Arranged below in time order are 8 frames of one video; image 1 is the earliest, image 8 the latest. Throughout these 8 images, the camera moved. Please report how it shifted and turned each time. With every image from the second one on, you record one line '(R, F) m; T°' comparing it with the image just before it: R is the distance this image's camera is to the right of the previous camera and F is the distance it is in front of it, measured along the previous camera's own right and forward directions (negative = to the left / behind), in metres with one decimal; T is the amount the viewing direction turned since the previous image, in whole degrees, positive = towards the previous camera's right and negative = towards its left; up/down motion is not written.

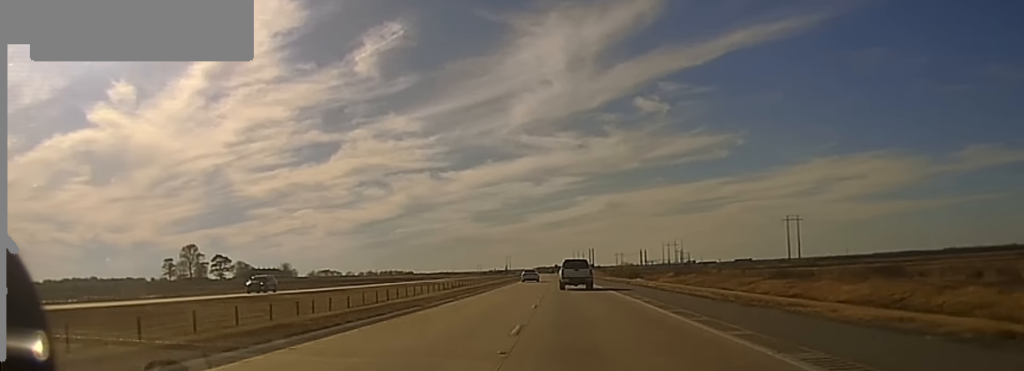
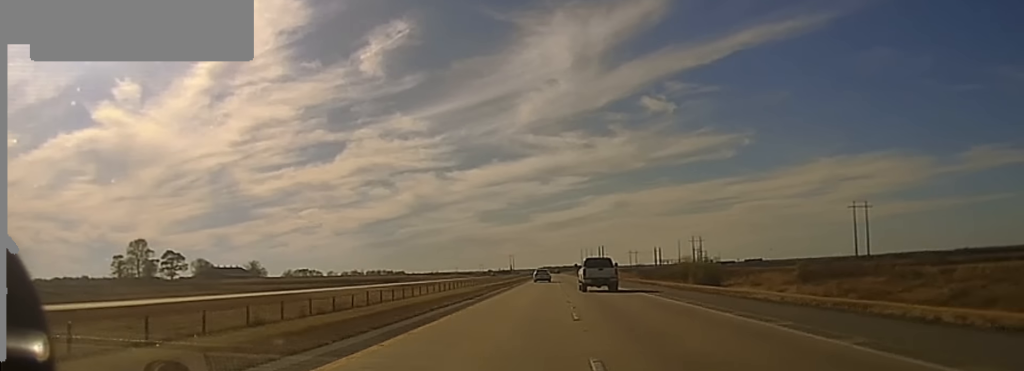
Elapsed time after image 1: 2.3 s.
(-0.2, +89.7) m; 0°
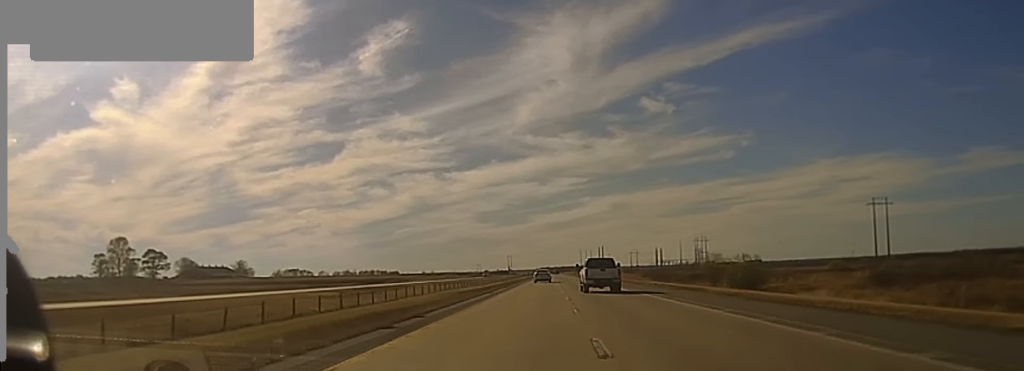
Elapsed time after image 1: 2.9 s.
(+0.1, +22.2) m; 0°
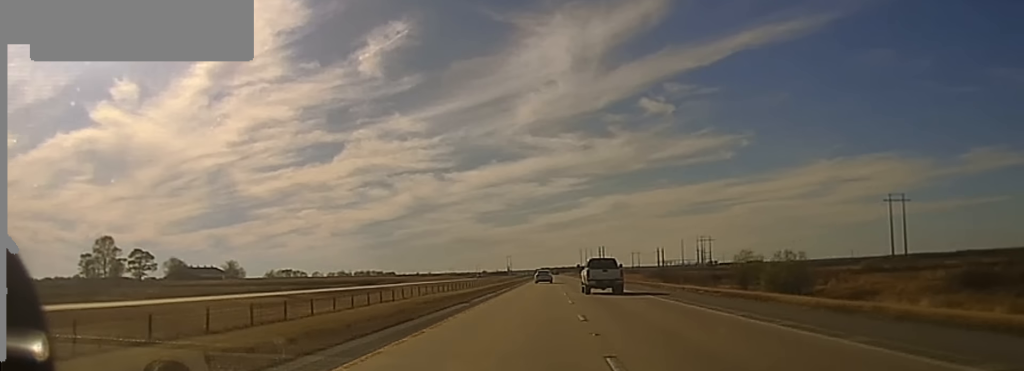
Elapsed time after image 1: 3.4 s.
(0.0, +15.5) m; 0°
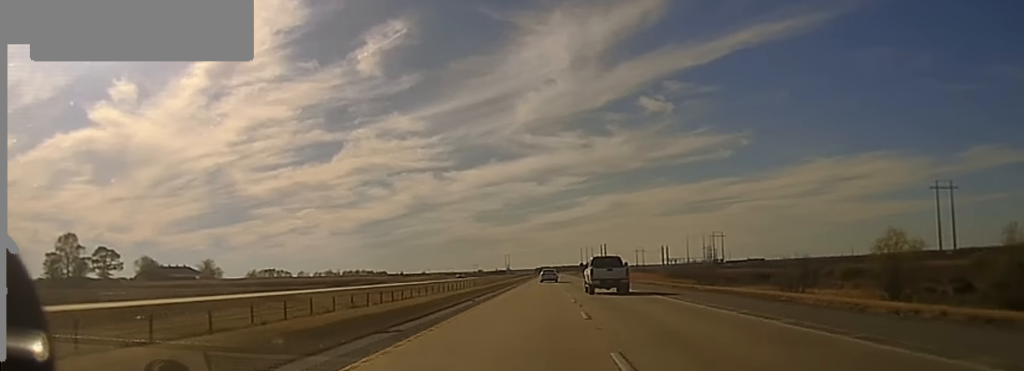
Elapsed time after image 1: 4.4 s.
(-0.1, +33.1) m; 0°
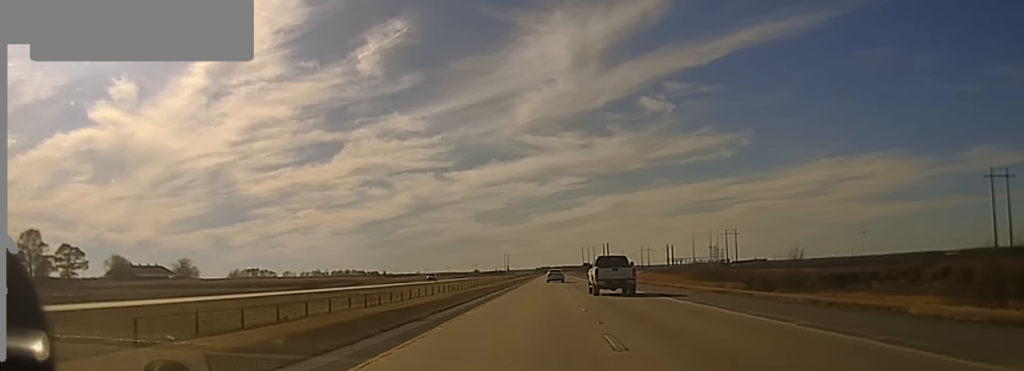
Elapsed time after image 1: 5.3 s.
(0.0, +28.2) m; 0°
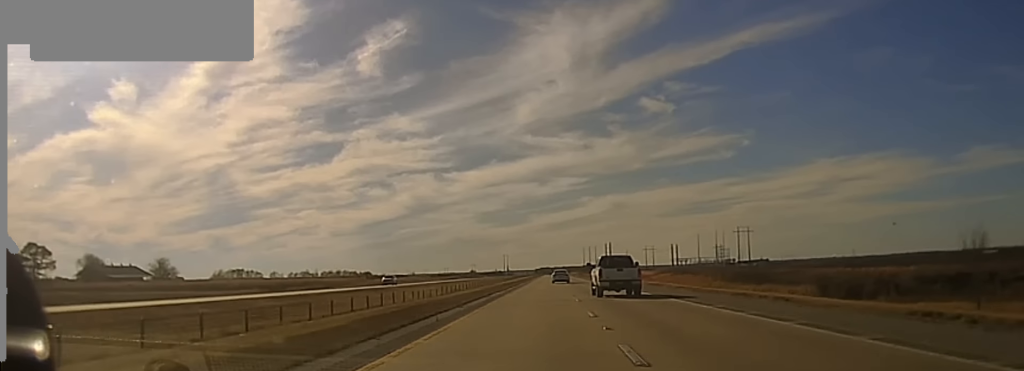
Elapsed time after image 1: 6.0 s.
(0.0, +22.1) m; 0°
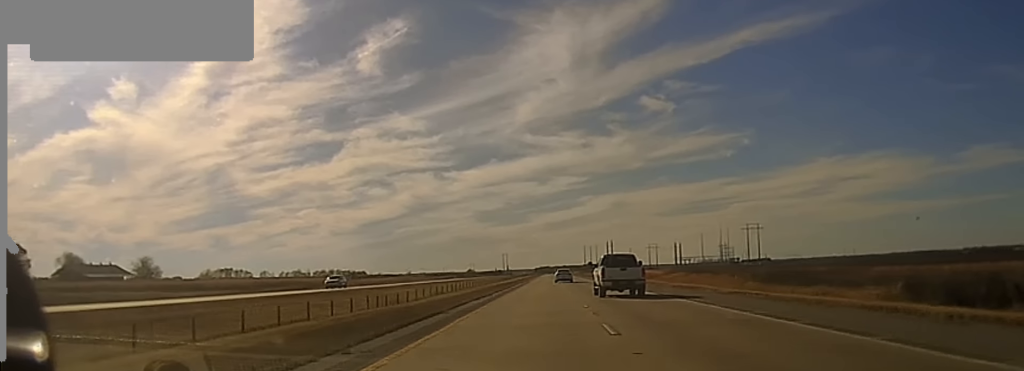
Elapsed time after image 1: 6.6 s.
(-0.1, +18.3) m; 0°
